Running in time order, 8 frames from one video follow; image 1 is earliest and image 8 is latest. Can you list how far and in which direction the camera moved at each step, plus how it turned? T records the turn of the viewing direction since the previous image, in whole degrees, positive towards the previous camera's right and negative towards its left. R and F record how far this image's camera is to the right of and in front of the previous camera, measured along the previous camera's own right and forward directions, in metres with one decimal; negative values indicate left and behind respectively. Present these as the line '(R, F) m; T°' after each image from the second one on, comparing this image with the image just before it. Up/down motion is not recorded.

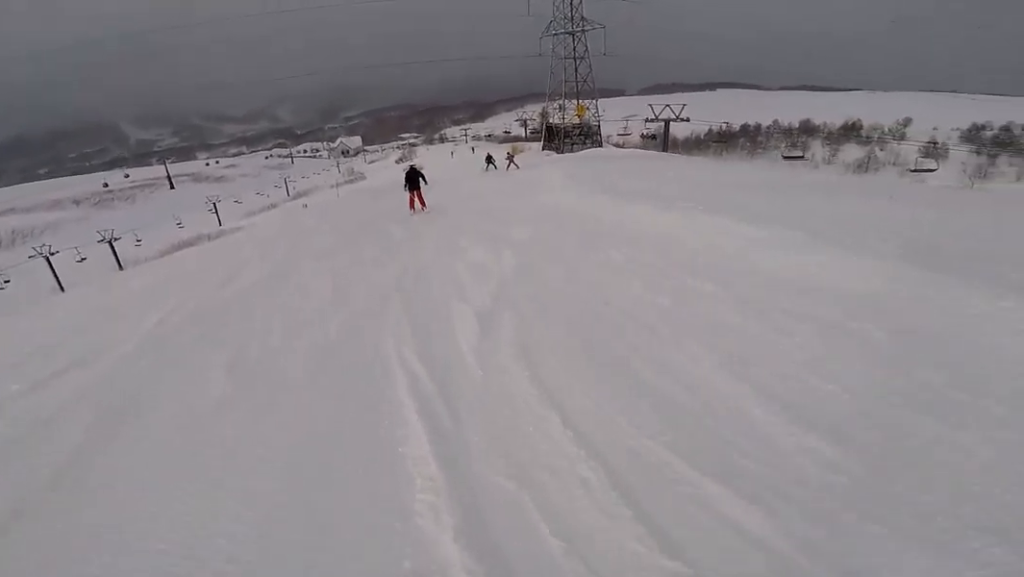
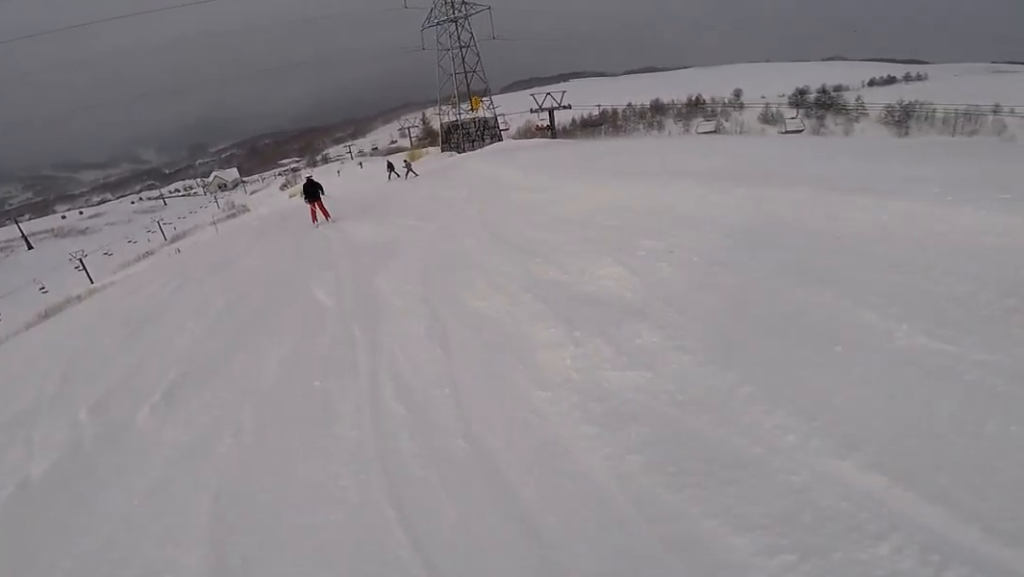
(+0.2, +5.1) m; 0°
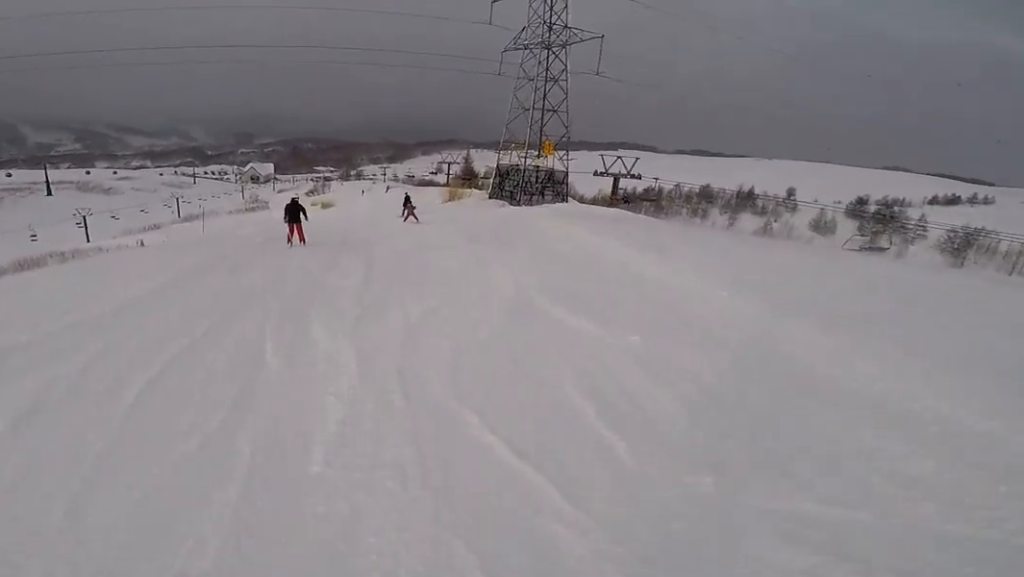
(-0.6, +7.7) m; -1°
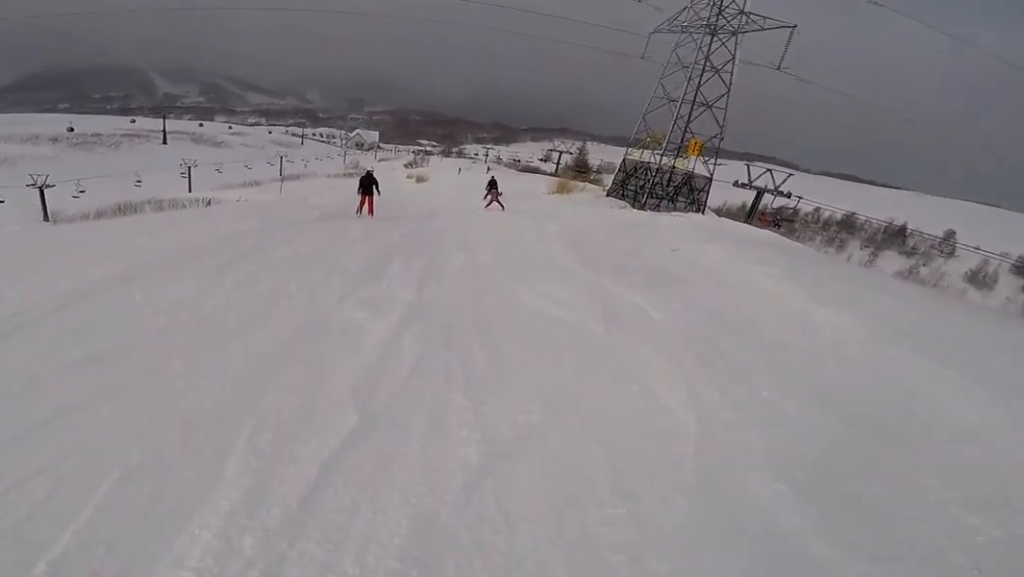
(+0.3, +3.4) m; 0°
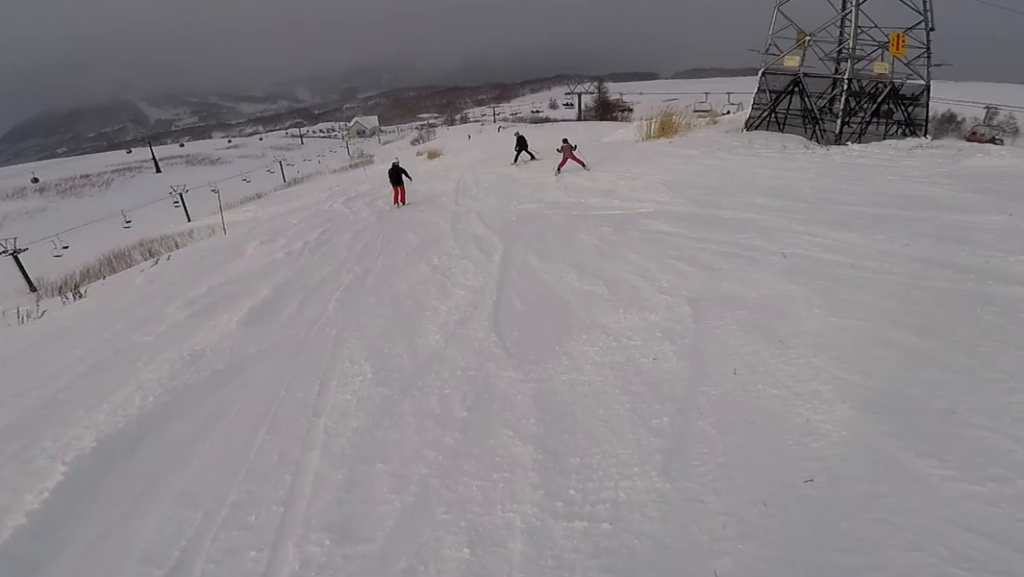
(-0.6, +12.0) m; -8°
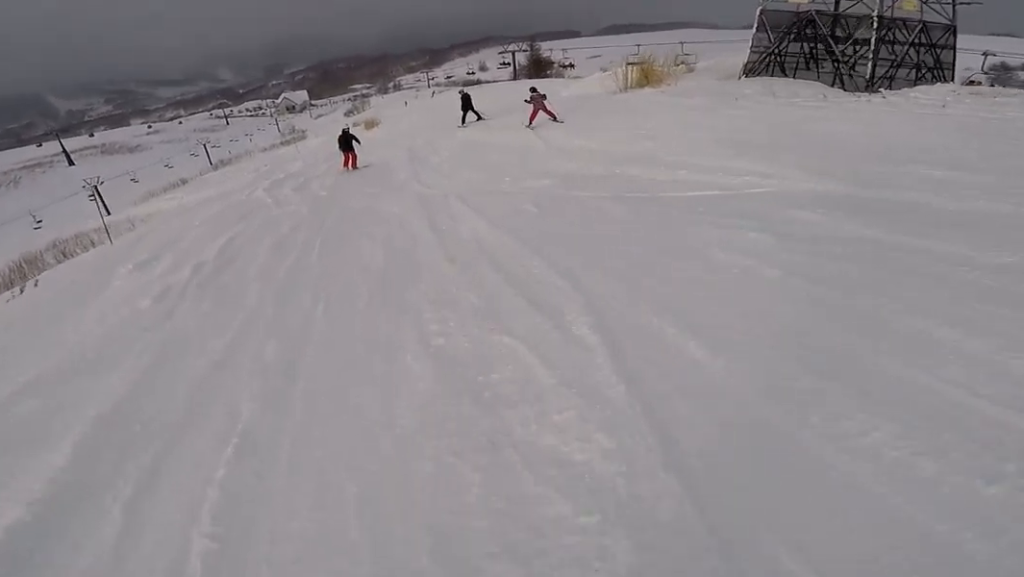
(-0.2, +3.8) m; 0°
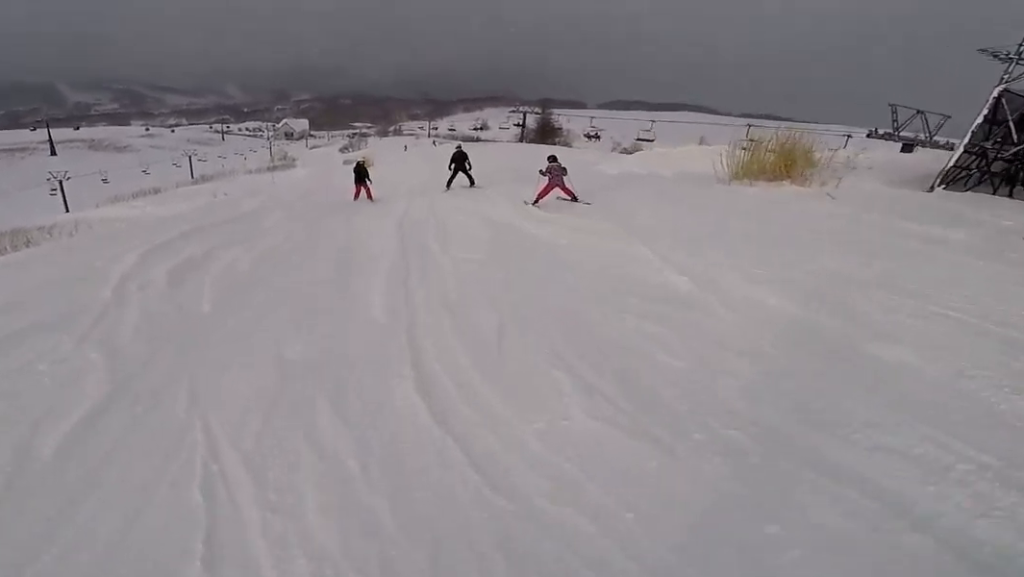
(0.0, +7.0) m; +1°
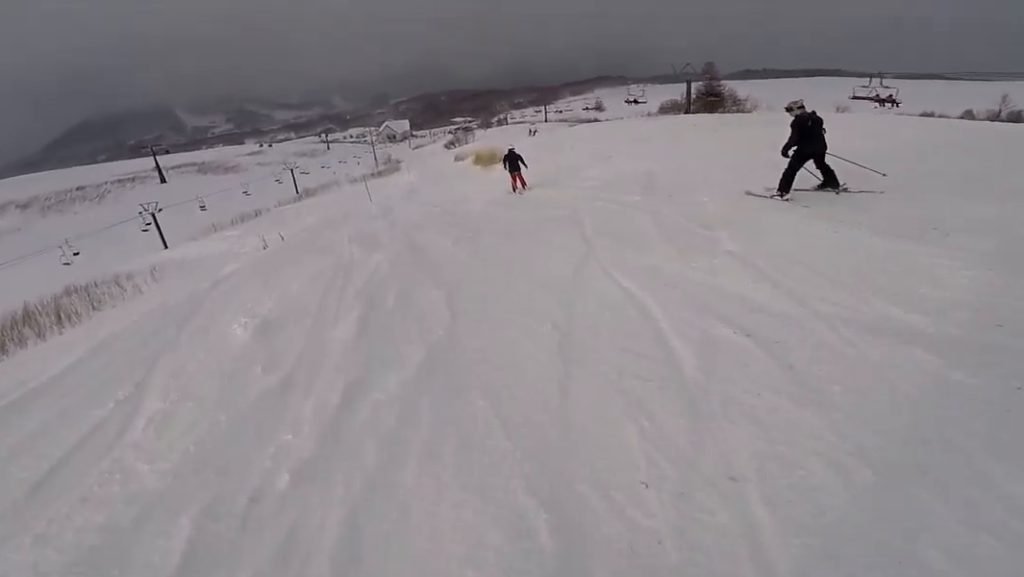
(+0.9, +16.9) m; +8°
